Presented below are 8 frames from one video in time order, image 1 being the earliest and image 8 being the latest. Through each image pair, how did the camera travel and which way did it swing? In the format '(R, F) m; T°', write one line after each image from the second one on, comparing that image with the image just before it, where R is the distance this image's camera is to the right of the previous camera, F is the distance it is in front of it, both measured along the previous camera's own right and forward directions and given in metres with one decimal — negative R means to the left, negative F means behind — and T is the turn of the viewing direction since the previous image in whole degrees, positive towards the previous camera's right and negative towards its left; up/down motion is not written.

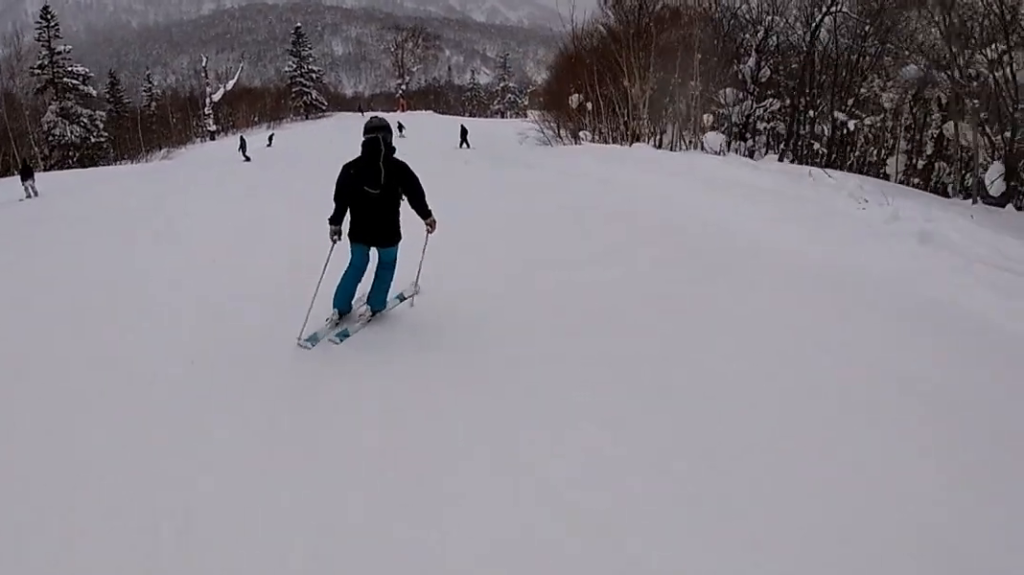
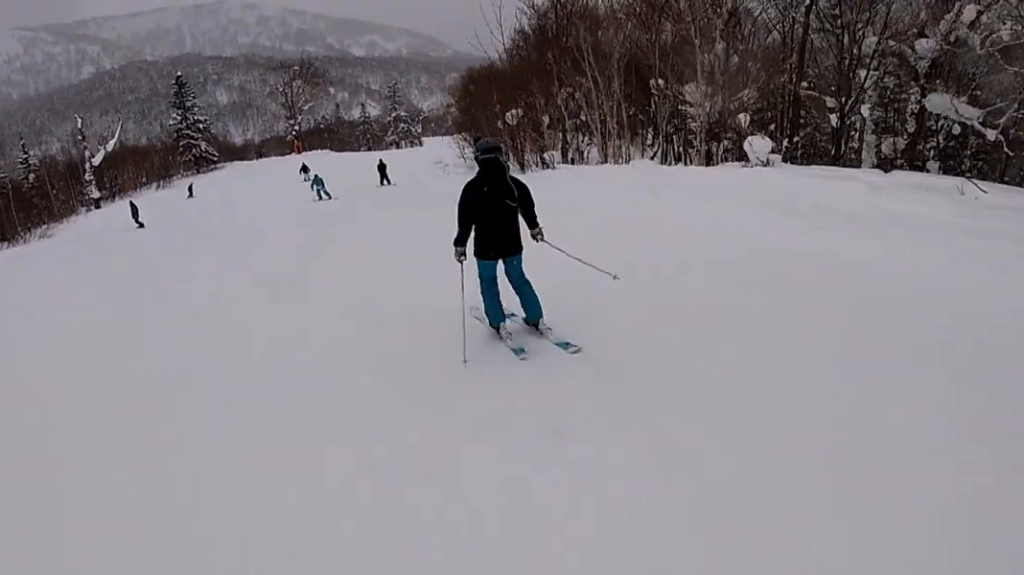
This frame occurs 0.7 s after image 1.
(0.0, +6.1) m; -1°
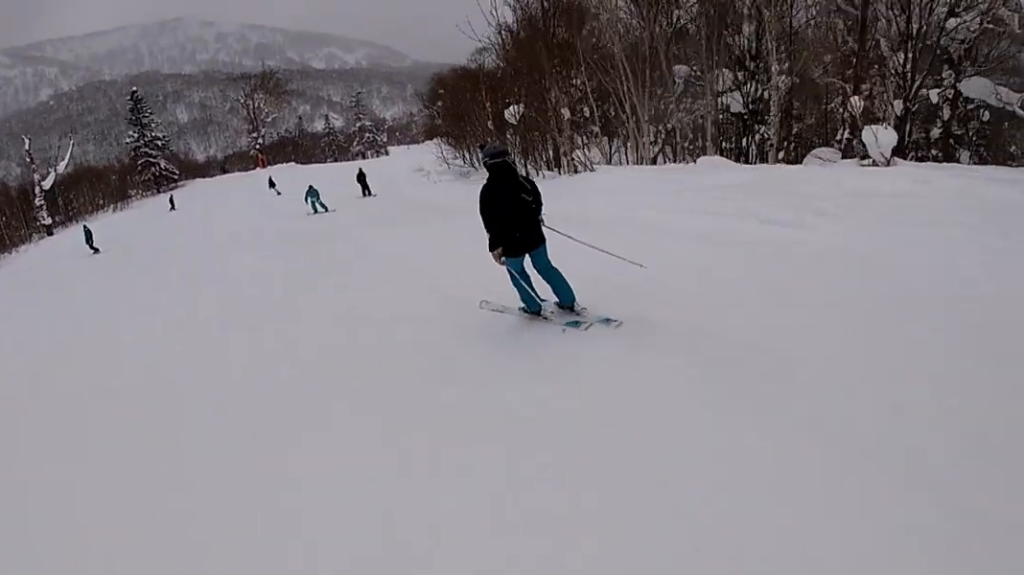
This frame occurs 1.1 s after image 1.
(+0.1, +4.2) m; -3°
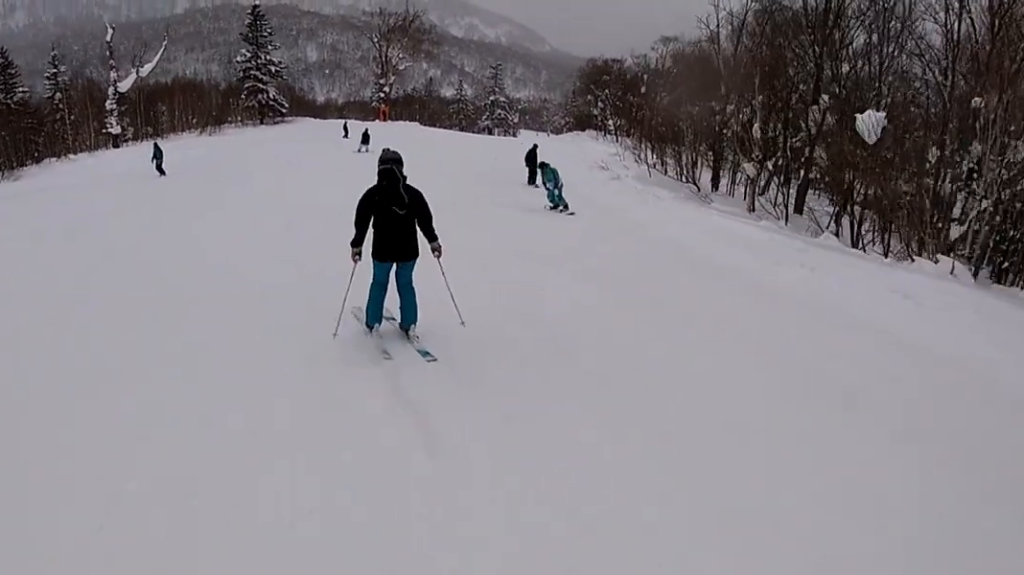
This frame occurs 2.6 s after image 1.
(-1.2, +12.2) m; -2°
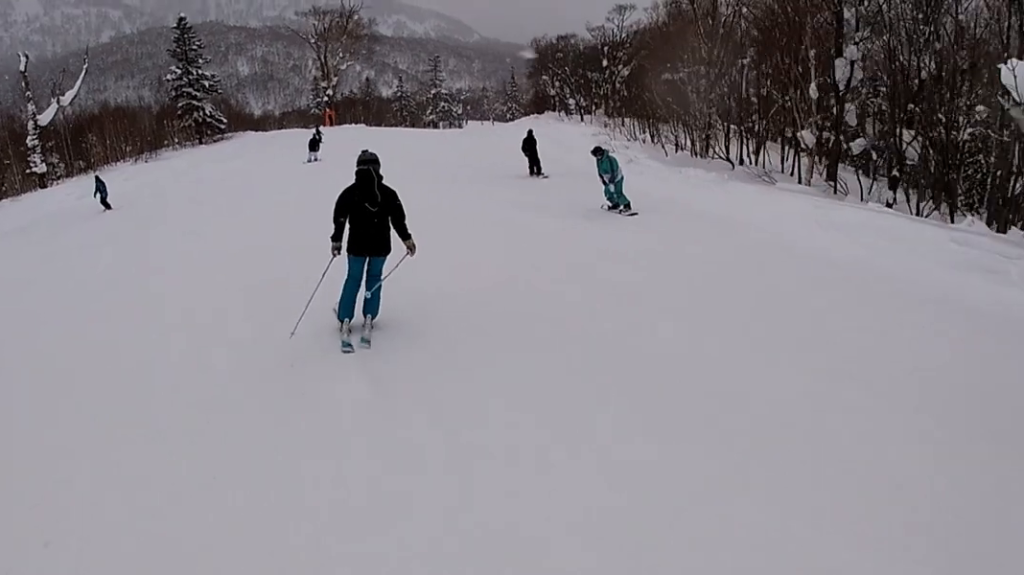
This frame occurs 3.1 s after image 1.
(+0.5, +4.8) m; +10°
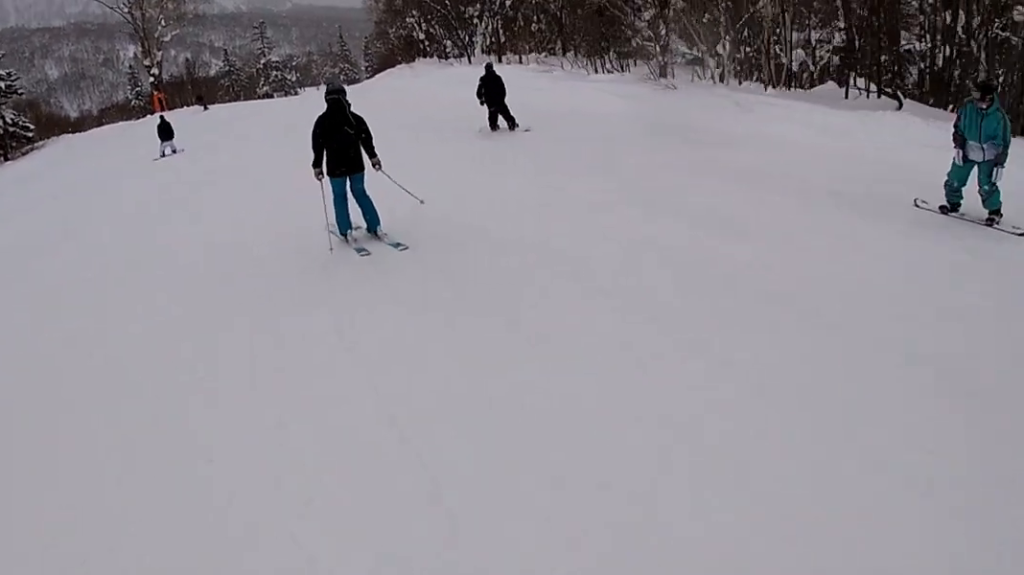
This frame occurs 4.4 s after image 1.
(+2.4, +10.9) m; +11°
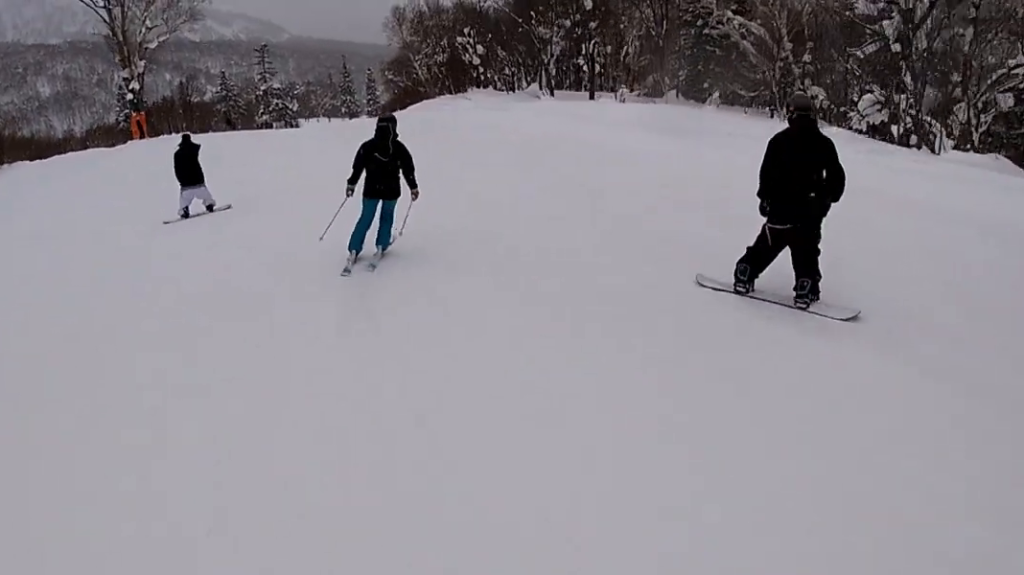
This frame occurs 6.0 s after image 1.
(-0.4, +13.4) m; +7°
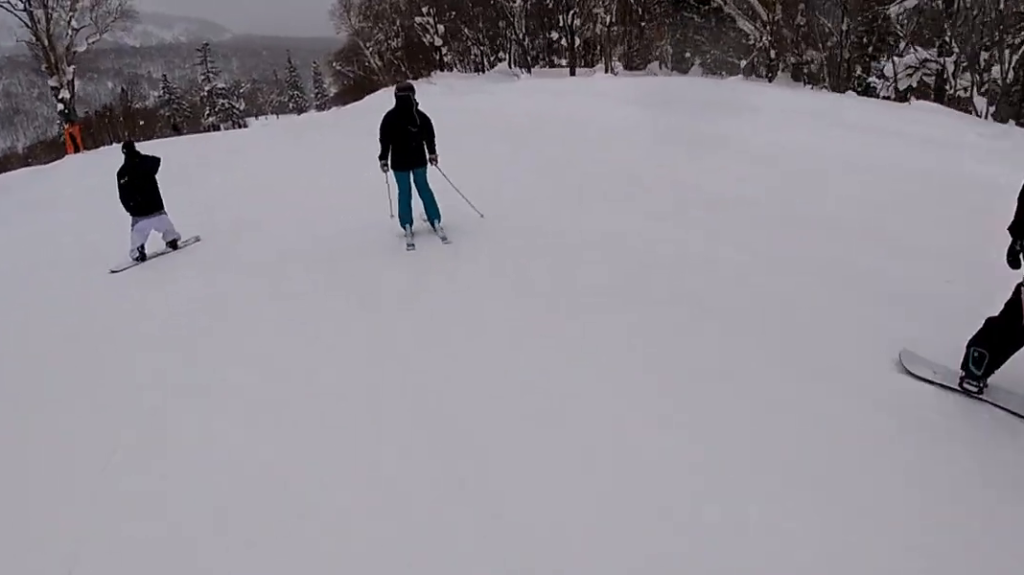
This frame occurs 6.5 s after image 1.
(+0.1, +4.0) m; +6°
